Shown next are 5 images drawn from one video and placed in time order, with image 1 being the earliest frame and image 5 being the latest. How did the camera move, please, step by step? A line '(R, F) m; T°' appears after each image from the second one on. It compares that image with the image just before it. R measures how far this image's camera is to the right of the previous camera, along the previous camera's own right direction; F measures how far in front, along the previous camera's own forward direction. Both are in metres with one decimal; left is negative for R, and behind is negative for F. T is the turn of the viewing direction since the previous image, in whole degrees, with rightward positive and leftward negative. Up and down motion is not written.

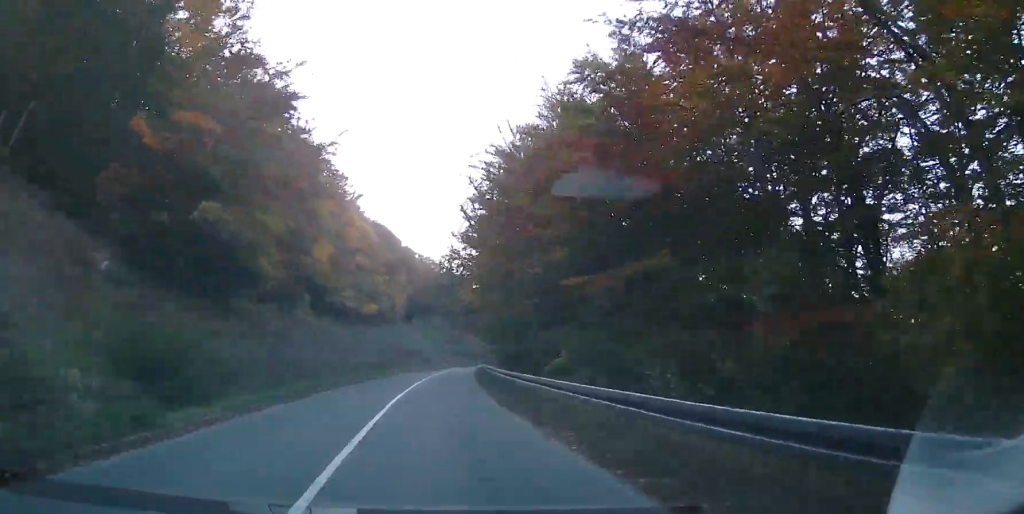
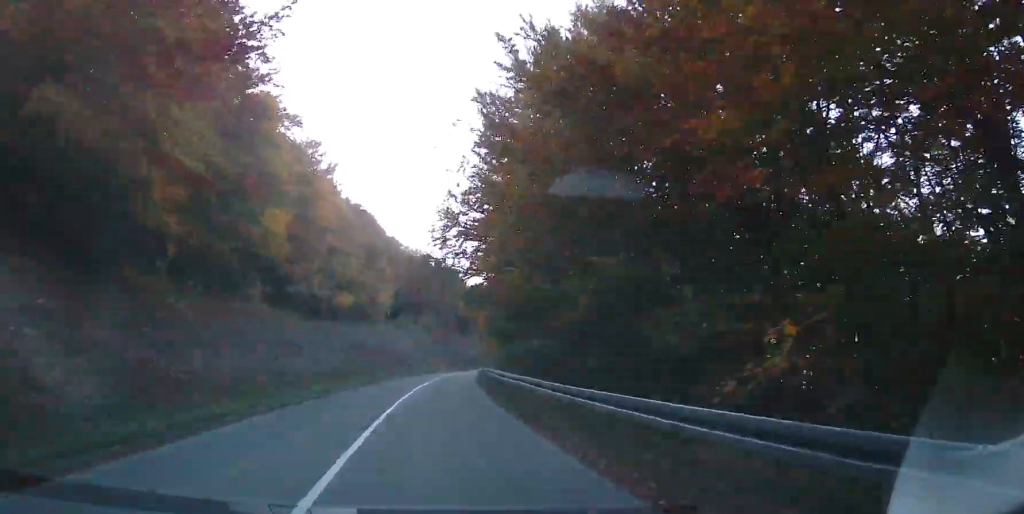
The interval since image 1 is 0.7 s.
(-0.5, +12.5) m; 0°
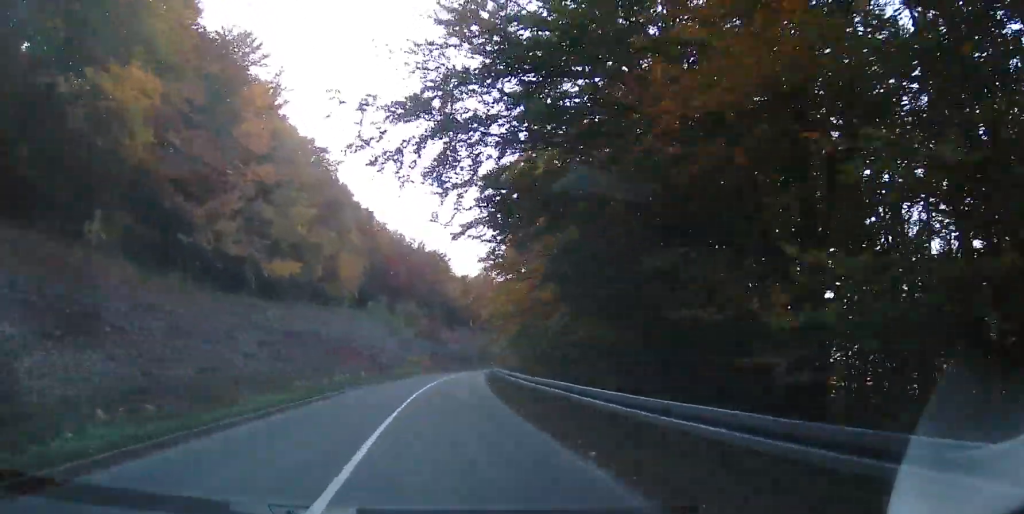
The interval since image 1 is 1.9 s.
(+0.5, +19.8) m; +3°
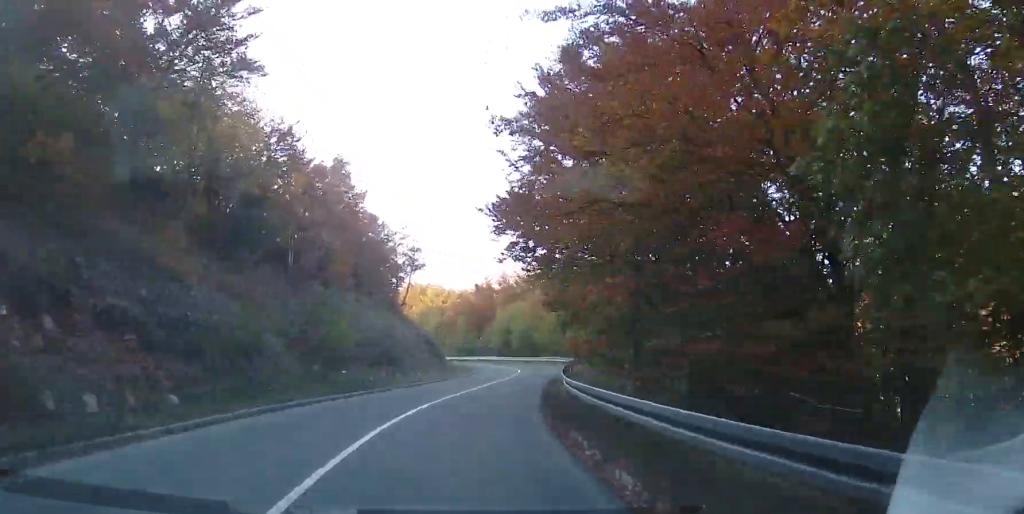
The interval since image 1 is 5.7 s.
(+5.6, +61.4) m; +15°
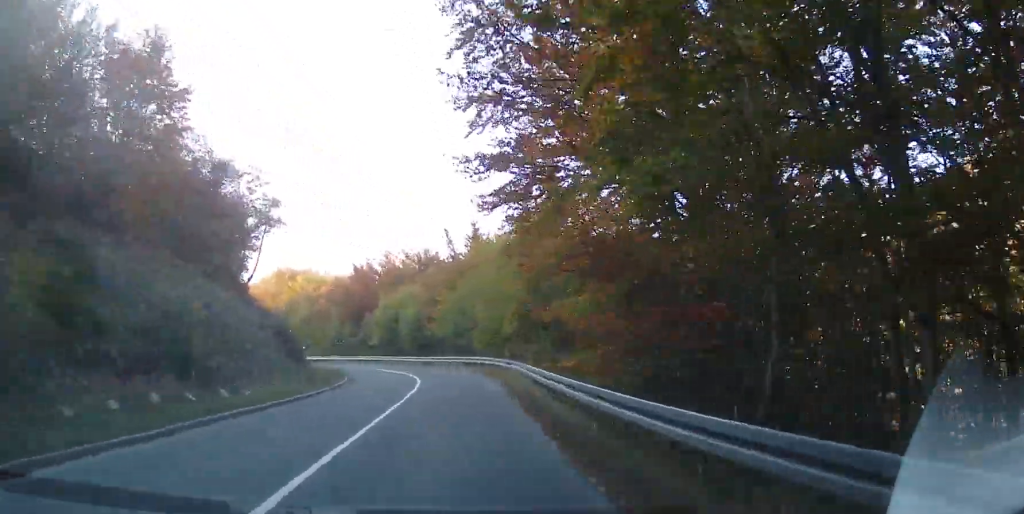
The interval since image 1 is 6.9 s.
(+1.5, +18.9) m; +8°
